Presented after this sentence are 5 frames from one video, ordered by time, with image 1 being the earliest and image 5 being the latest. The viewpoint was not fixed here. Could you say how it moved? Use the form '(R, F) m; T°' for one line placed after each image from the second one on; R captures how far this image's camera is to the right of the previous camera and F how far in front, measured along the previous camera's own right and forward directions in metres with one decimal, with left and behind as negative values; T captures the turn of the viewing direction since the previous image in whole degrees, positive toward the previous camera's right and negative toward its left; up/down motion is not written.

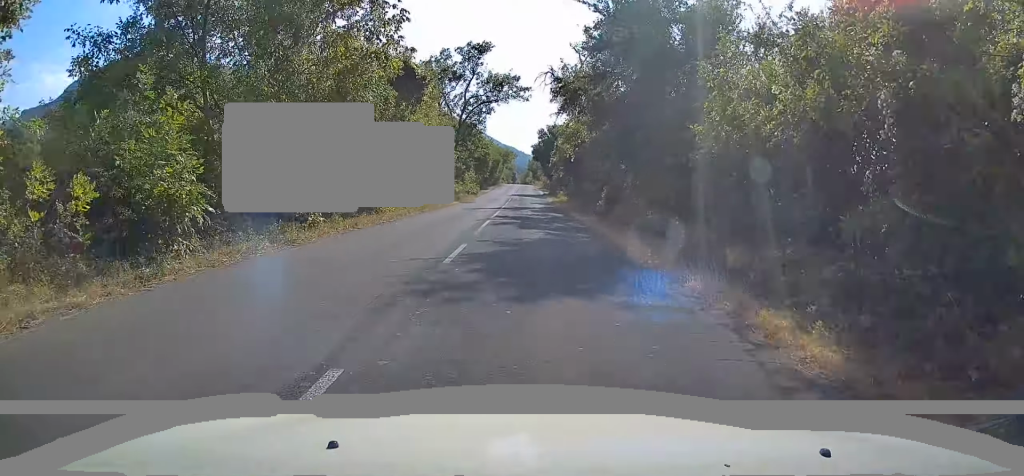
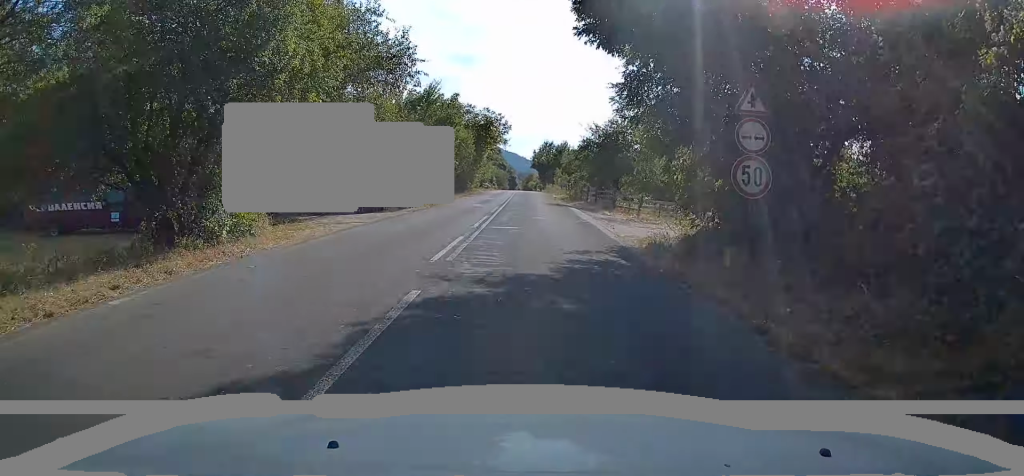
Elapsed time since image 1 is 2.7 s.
(-0.1, +68.9) m; 0°
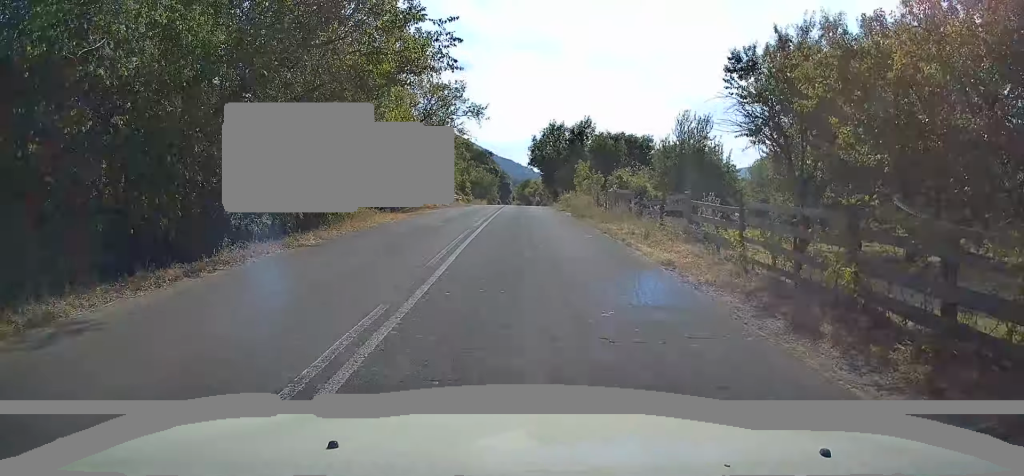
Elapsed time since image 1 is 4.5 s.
(+0.2, +43.7) m; 0°
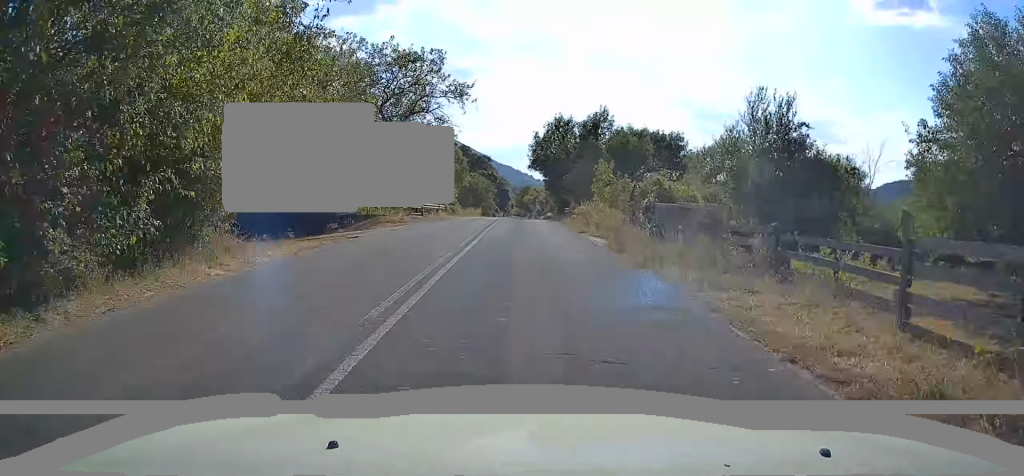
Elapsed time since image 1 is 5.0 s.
(-0.1, +12.5) m; 0°
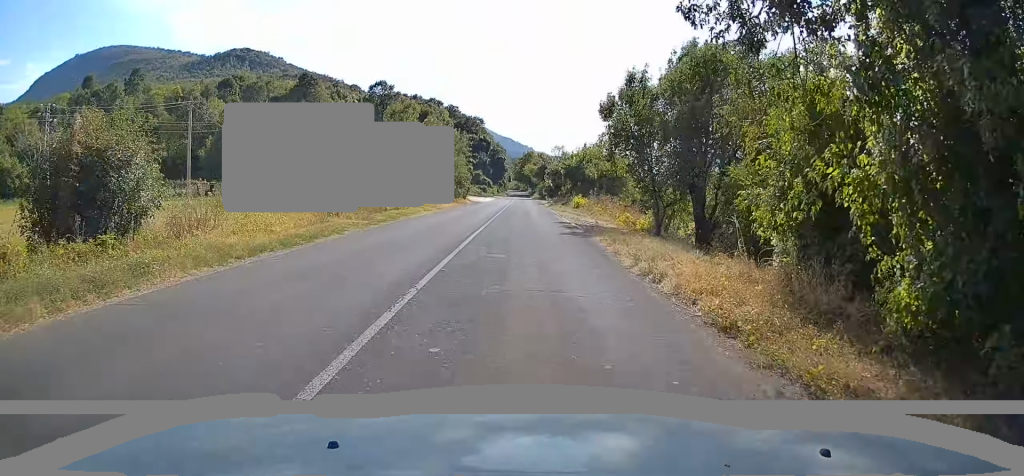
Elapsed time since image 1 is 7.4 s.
(-0.1, +53.8) m; -1°
